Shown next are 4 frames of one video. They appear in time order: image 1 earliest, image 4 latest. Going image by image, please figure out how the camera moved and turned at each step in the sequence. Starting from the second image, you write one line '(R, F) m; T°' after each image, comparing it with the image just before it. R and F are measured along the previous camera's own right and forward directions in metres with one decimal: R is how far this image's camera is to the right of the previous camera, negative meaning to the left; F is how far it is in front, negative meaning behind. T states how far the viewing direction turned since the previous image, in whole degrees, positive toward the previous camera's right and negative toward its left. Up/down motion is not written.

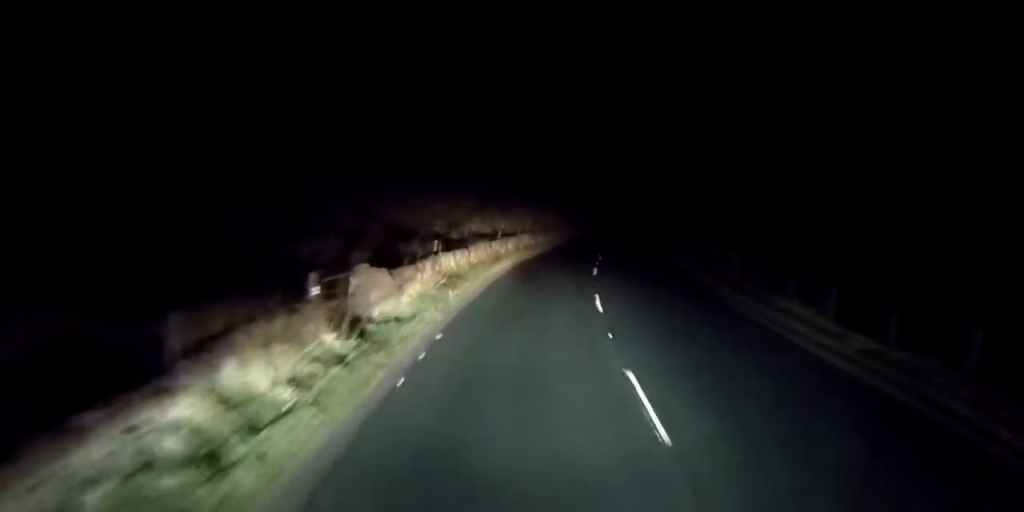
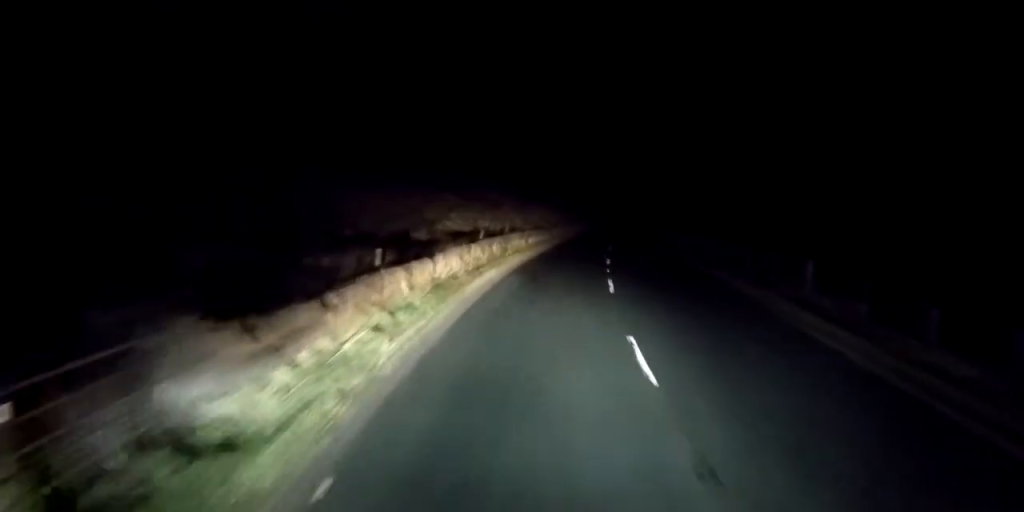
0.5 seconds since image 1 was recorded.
(0.0, +7.2) m; +2°
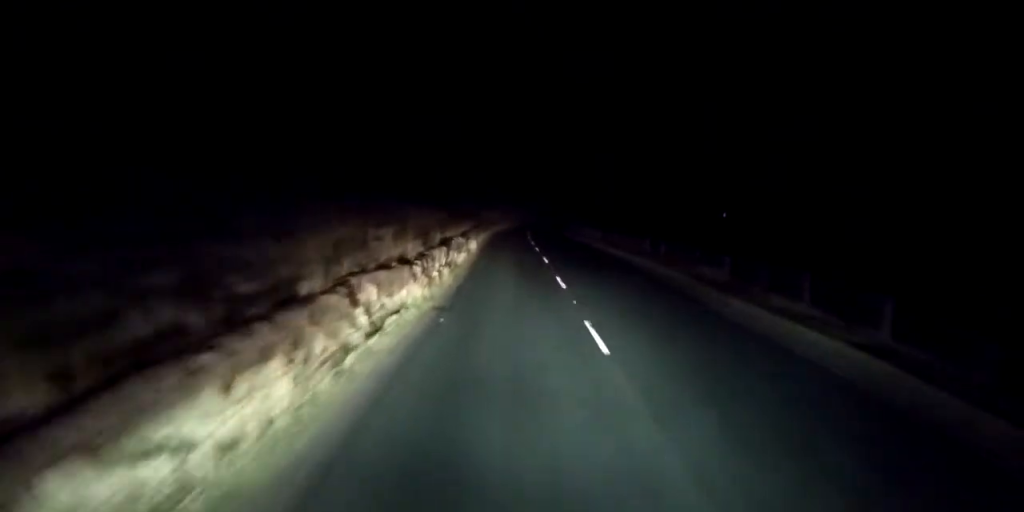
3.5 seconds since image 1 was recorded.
(+2.8, +43.0) m; +5°
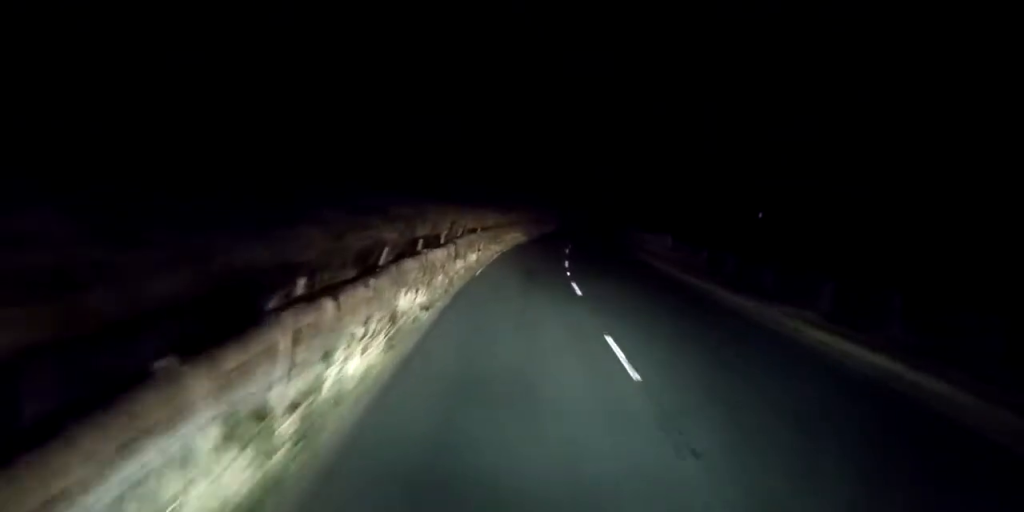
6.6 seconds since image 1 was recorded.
(+0.3, +46.9) m; +2°
